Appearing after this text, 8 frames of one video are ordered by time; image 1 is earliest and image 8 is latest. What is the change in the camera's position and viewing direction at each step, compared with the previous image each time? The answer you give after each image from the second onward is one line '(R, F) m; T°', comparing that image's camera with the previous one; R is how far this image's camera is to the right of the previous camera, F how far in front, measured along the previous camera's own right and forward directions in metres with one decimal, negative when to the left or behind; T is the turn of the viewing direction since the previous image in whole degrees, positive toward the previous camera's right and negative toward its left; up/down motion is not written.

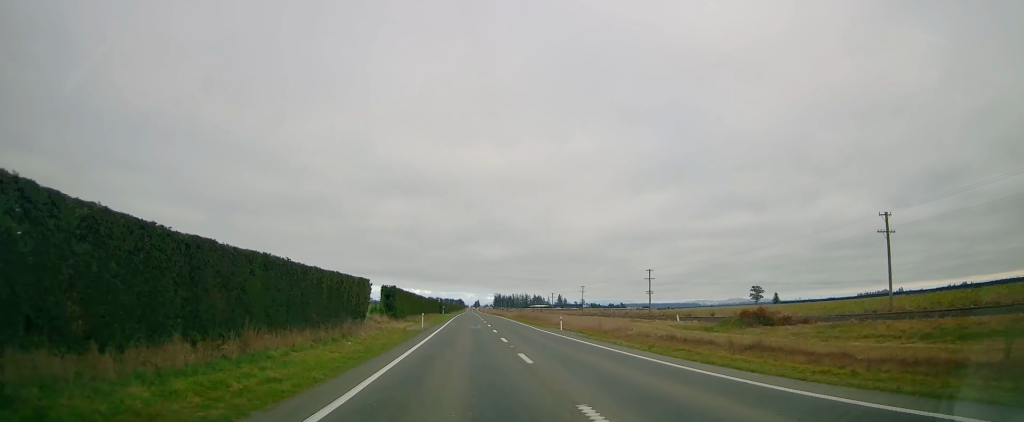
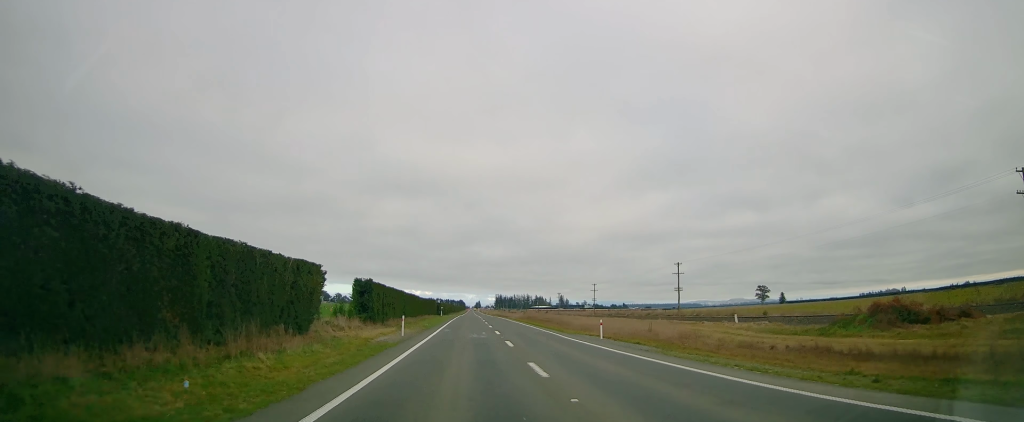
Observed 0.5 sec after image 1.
(-0.3, +12.8) m; 0°
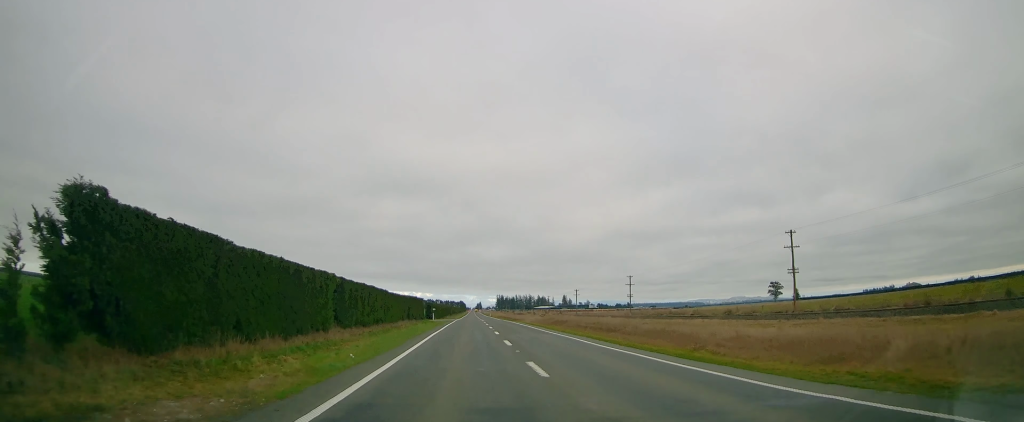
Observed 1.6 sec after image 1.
(-0.3, +30.0) m; 0°
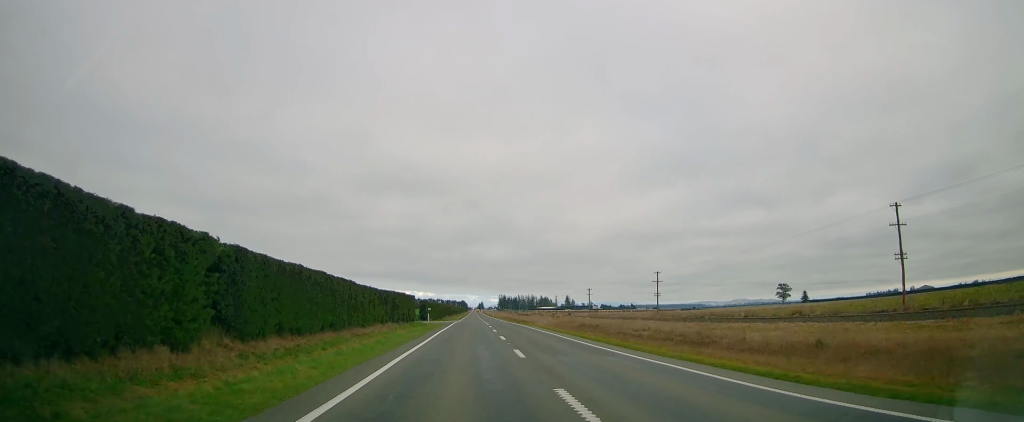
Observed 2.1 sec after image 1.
(0.0, +14.5) m; 0°
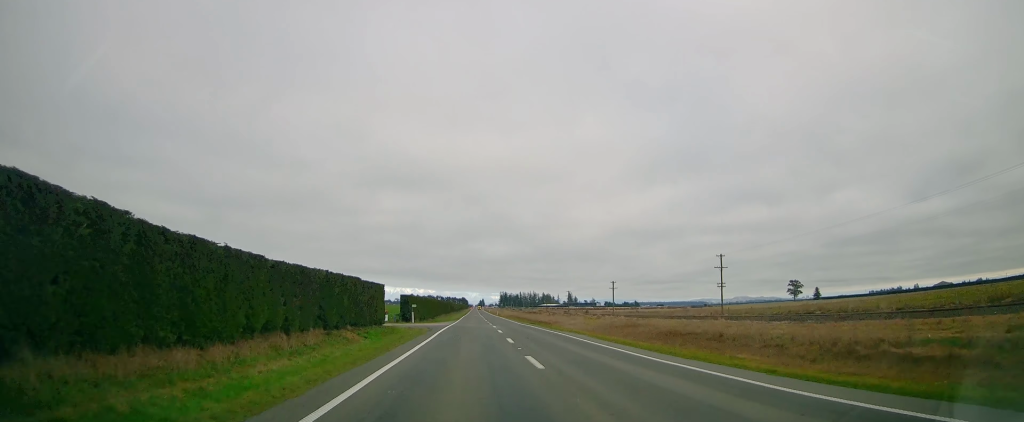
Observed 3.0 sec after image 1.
(+0.1, +23.4) m; 0°
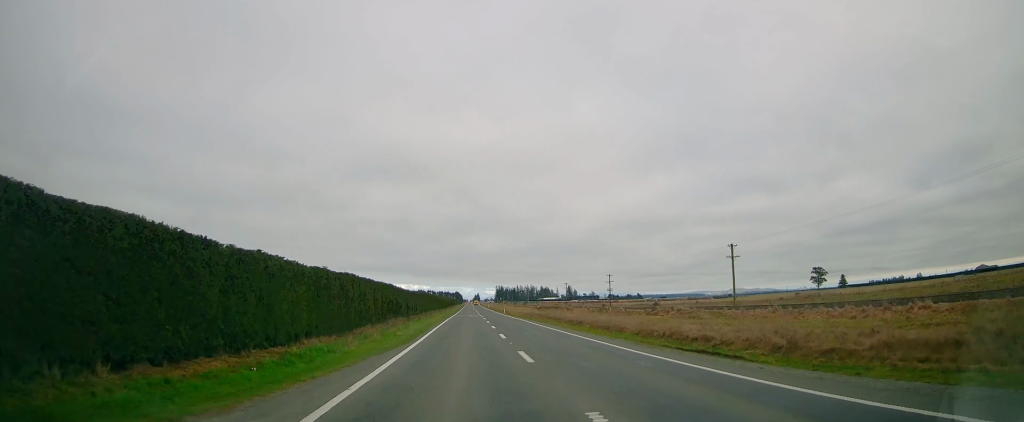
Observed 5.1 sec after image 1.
(+0.5, +58.1) m; 0°
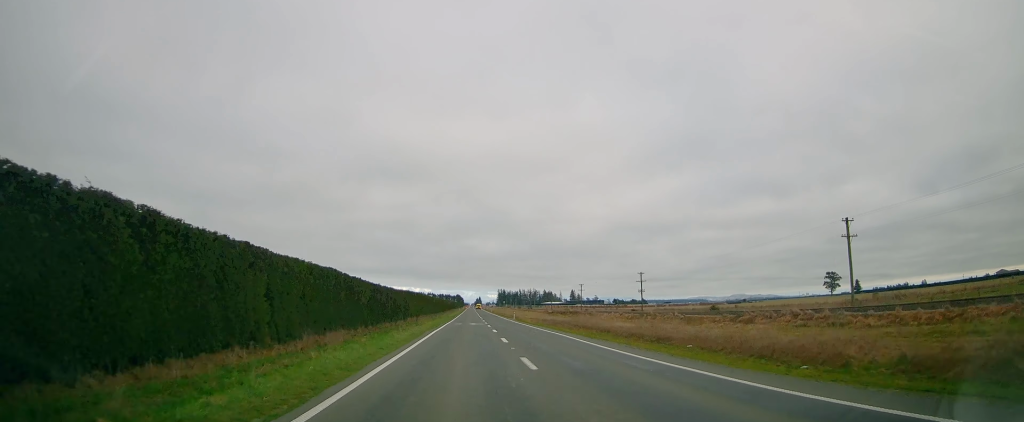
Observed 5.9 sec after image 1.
(-0.2, +21.0) m; 0°
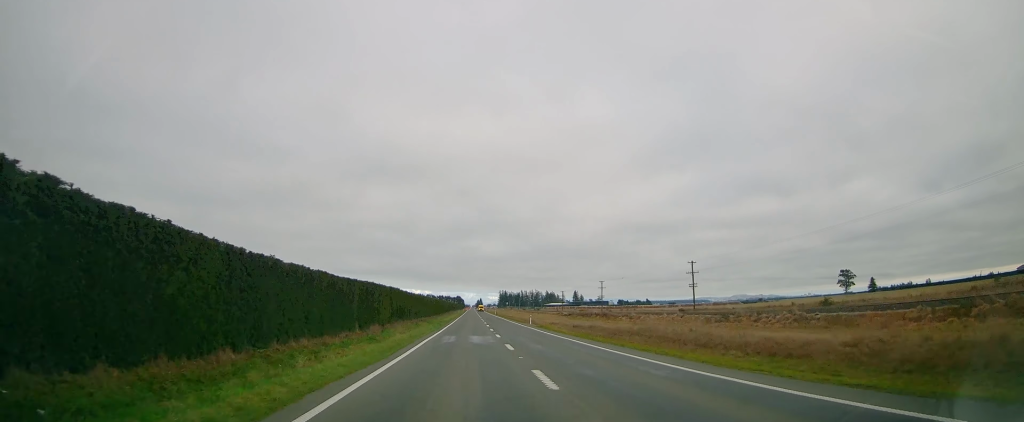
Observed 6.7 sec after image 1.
(0.0, +22.8) m; 0°
